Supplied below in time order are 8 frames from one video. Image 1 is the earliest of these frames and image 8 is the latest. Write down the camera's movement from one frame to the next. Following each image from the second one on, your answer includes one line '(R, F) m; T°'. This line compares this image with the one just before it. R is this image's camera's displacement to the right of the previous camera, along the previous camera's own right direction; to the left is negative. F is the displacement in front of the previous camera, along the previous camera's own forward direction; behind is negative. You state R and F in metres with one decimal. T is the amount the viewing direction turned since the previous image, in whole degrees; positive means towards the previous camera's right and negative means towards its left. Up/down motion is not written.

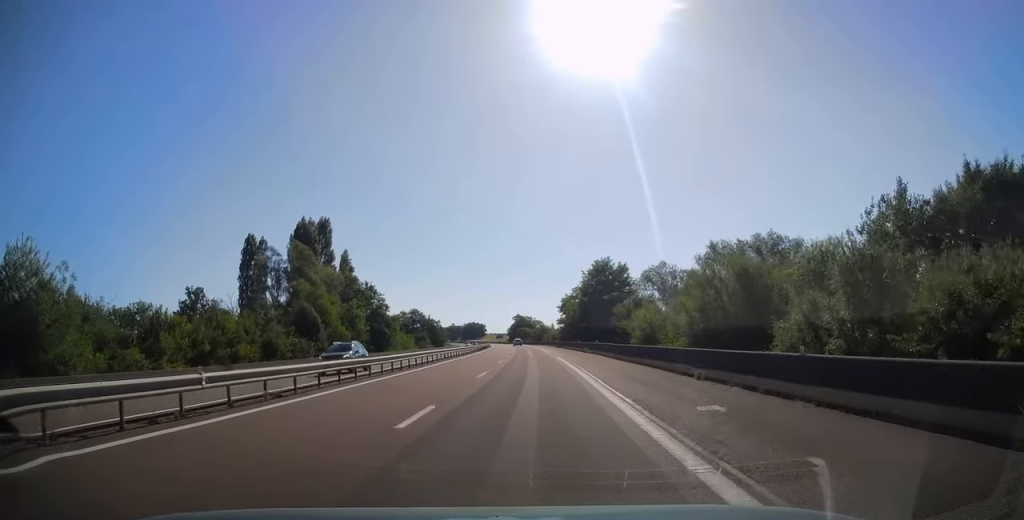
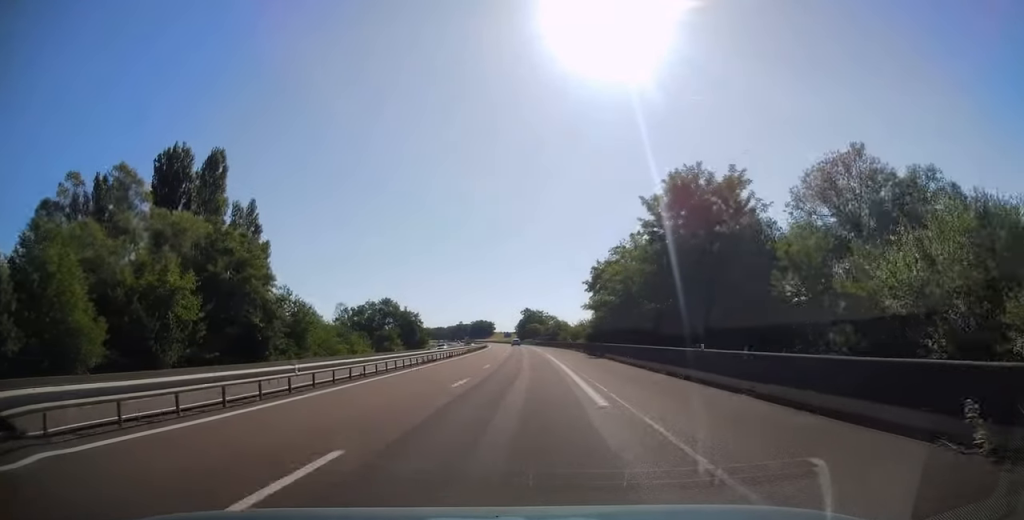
(-0.9, +44.0) m; -3°
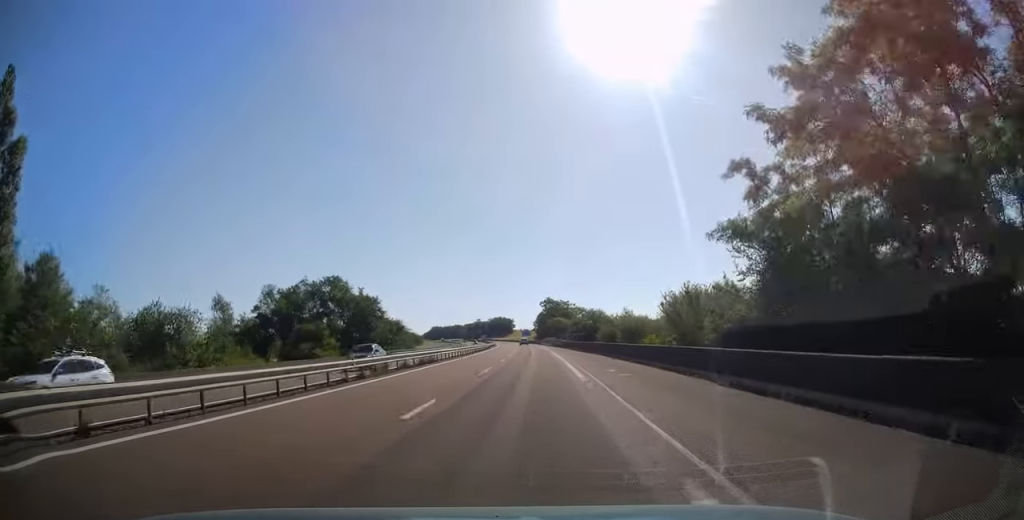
(-1.2, +45.5) m; -2°
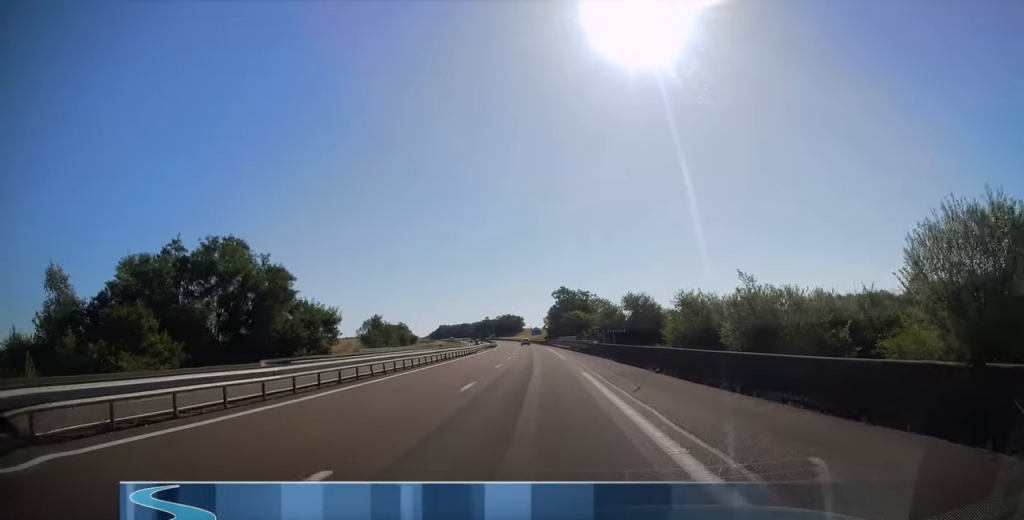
(0.0, +33.5) m; 0°
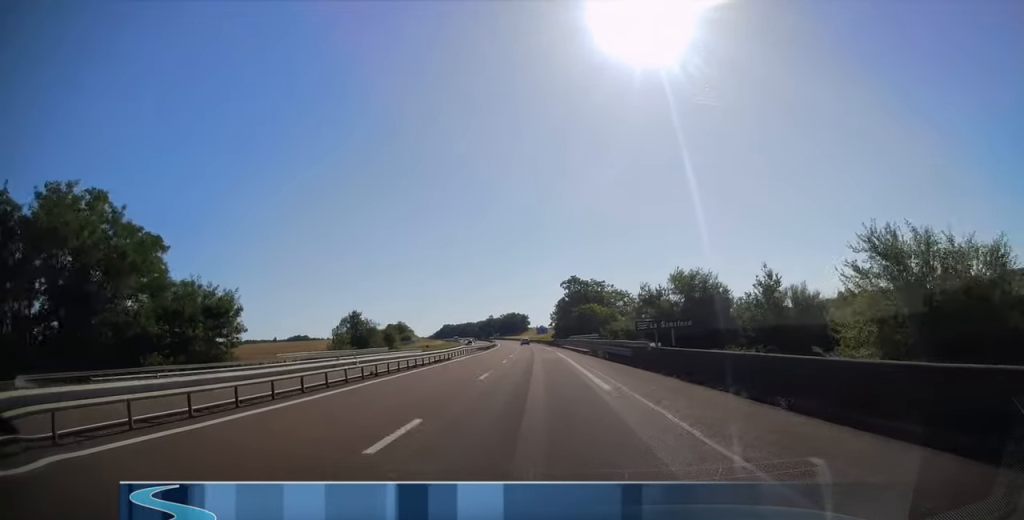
(0.0, +21.7) m; 0°
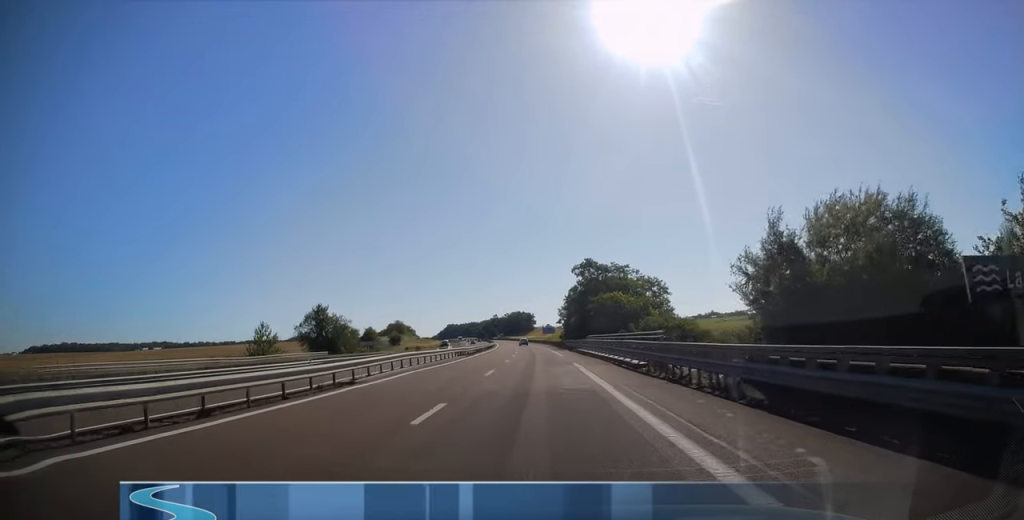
(0.0, +23.8) m; 0°
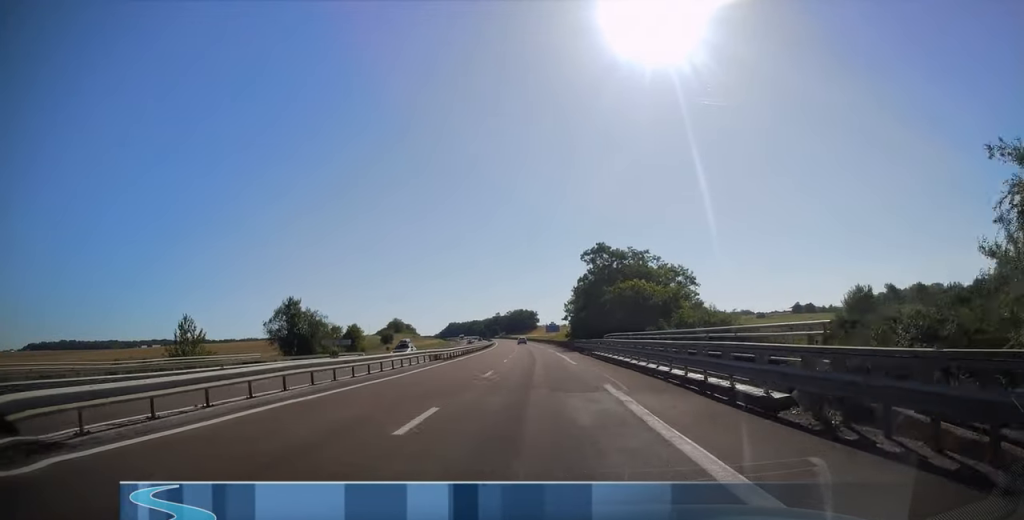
(0.0, +14.0) m; 0°
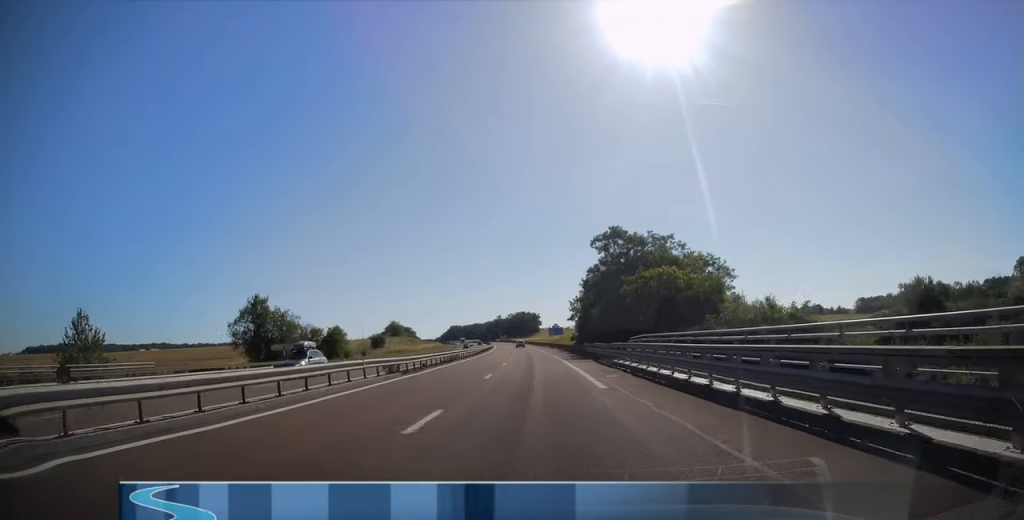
(0.0, +12.4) m; 0°
